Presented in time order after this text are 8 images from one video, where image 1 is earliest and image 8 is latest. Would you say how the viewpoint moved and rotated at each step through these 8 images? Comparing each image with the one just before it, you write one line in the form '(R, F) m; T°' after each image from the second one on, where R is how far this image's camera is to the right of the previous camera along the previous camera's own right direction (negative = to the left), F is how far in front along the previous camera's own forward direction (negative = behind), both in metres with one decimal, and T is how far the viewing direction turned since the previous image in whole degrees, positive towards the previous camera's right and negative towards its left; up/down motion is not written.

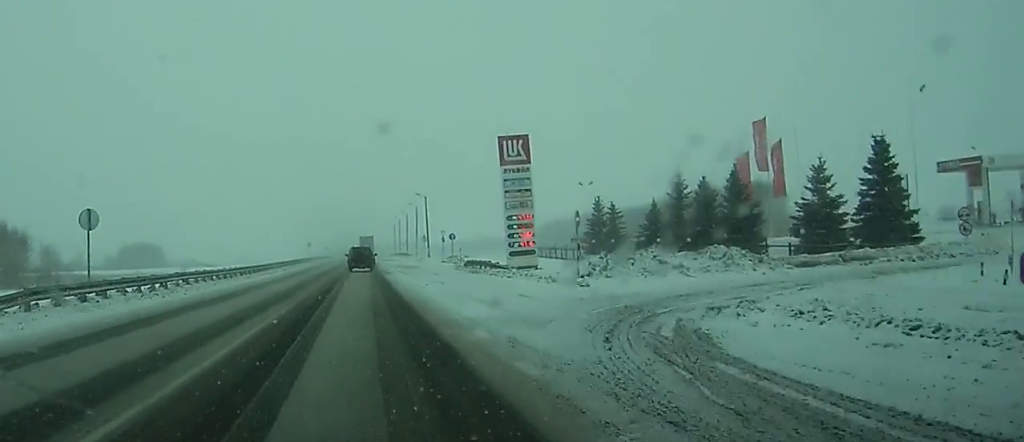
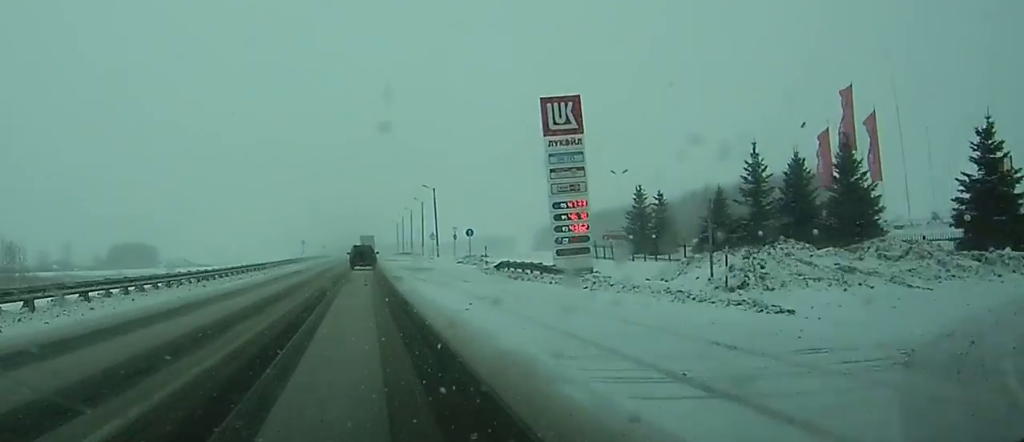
(0.0, +13.8) m; 0°
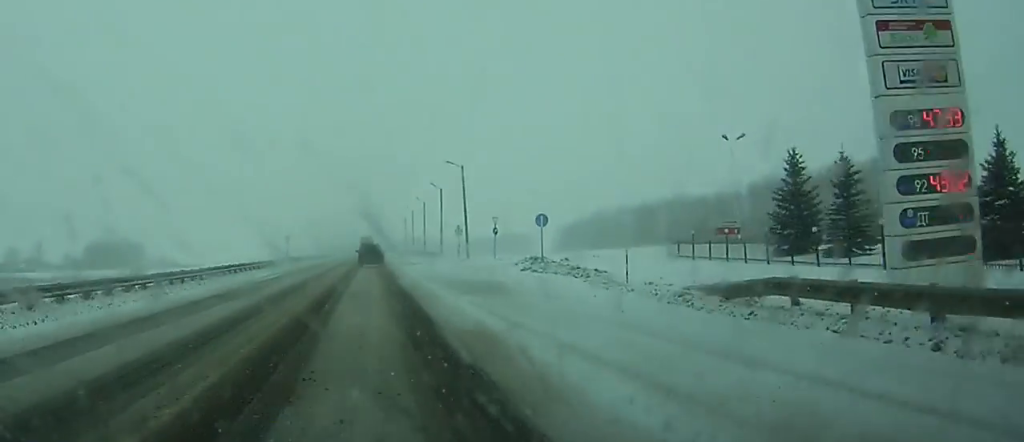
(+0.1, +28.5) m; 0°
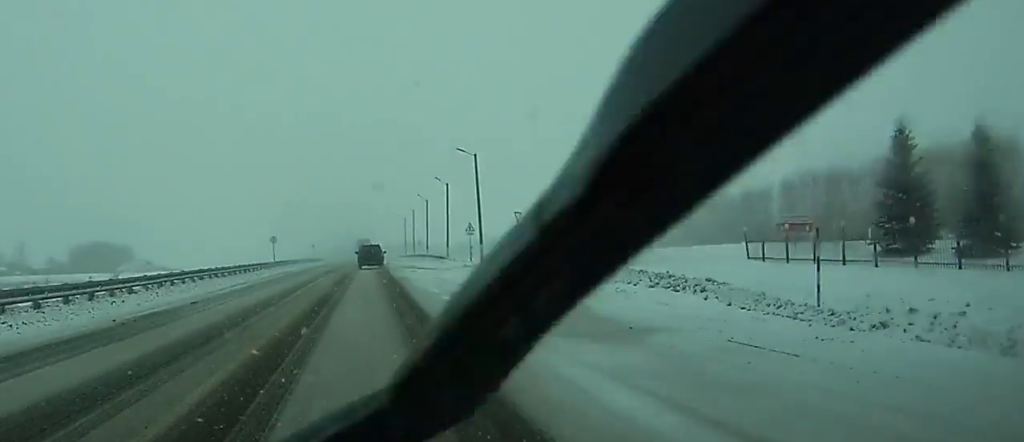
(0.0, +11.4) m; 0°
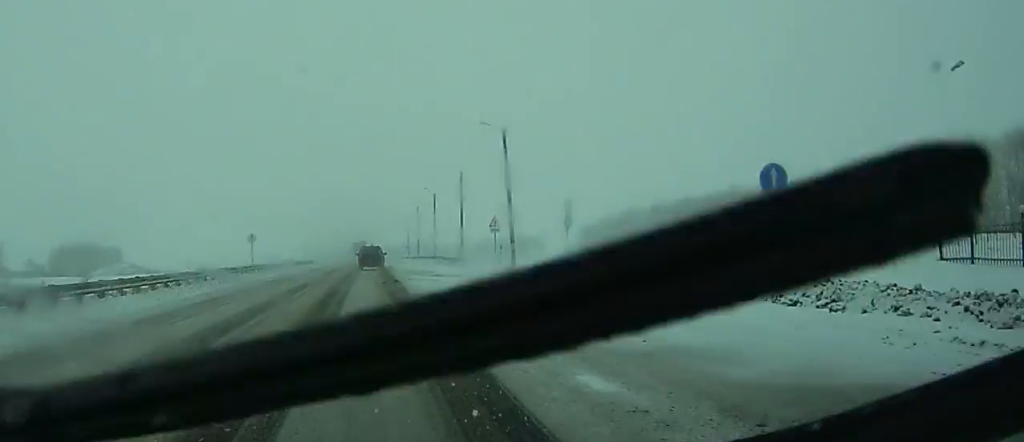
(-0.1, +14.8) m; 0°
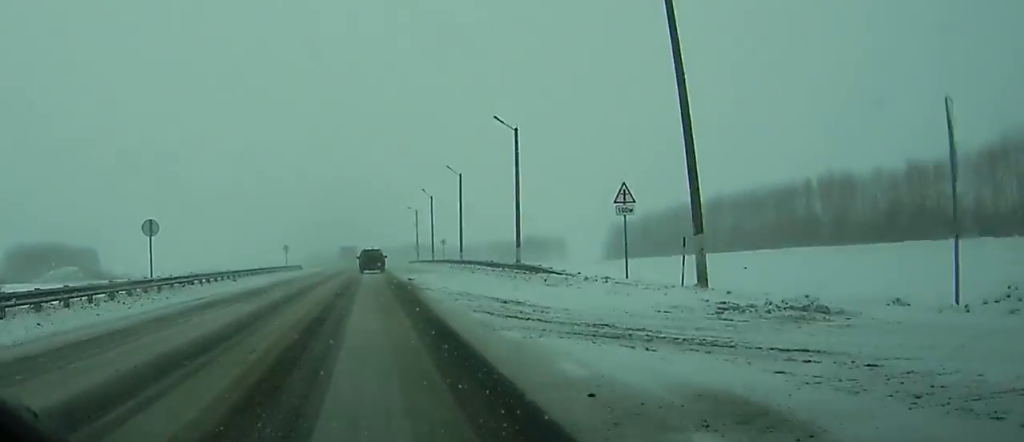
(-0.1, +30.5) m; 0°
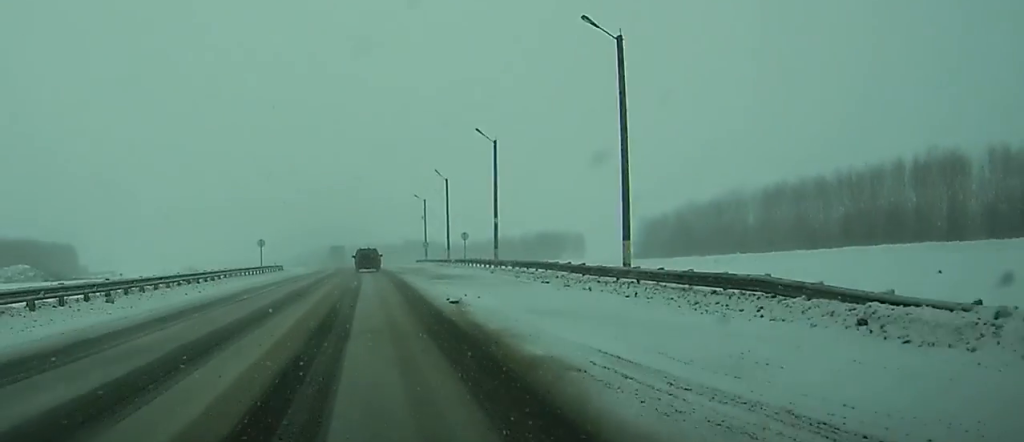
(0.0, +21.9) m; 0°
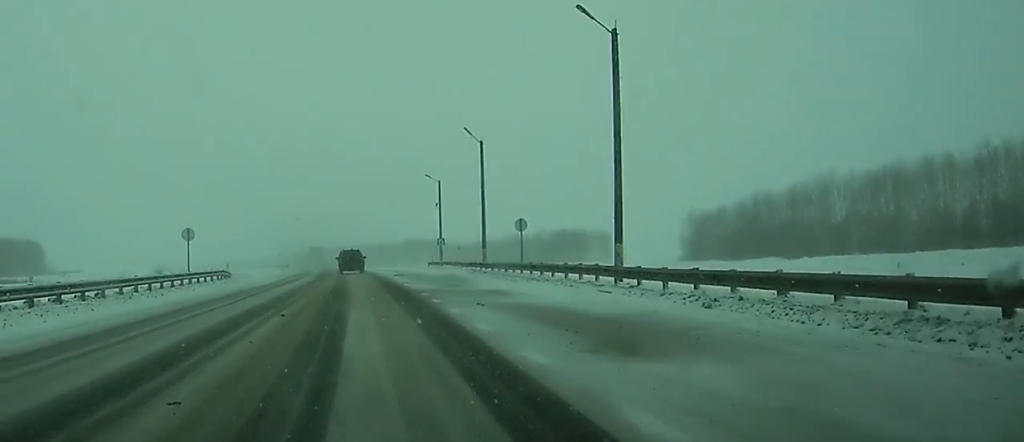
(0.0, +28.9) m; 0°
